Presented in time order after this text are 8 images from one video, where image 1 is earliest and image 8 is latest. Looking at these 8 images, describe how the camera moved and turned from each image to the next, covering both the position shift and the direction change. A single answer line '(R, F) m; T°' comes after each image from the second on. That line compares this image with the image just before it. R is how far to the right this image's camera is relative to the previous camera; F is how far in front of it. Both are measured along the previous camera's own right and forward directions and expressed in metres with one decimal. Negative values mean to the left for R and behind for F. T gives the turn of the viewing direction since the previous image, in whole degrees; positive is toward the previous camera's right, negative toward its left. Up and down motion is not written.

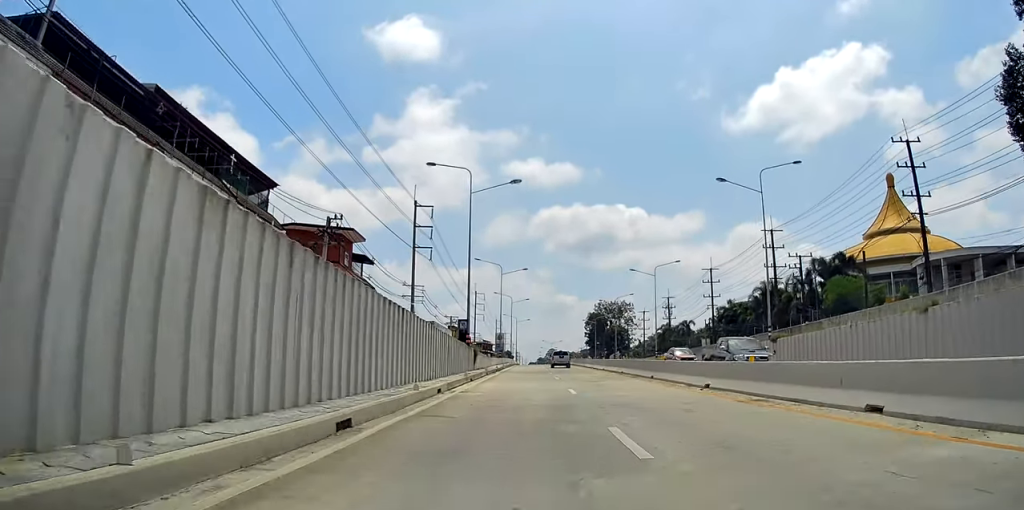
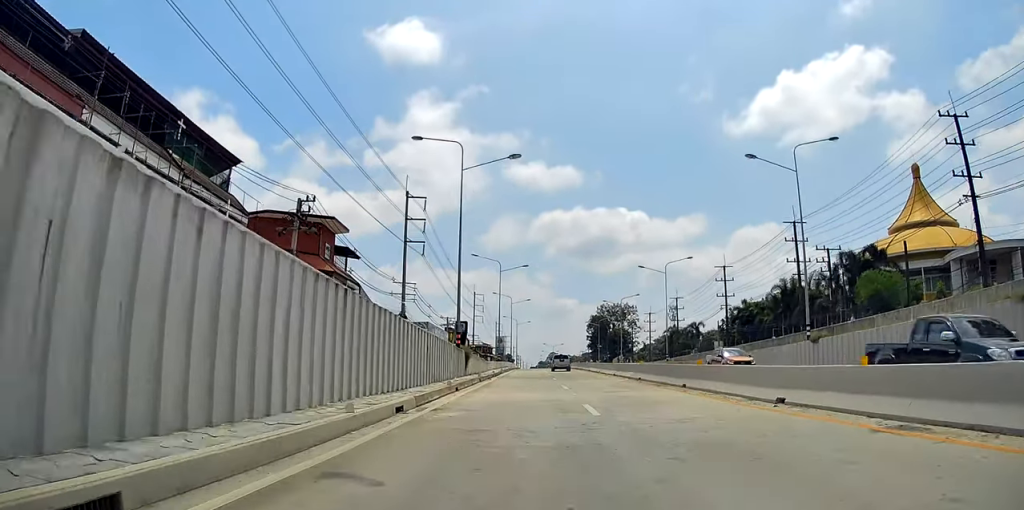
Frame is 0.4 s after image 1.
(+0.1, +6.2) m; 0°
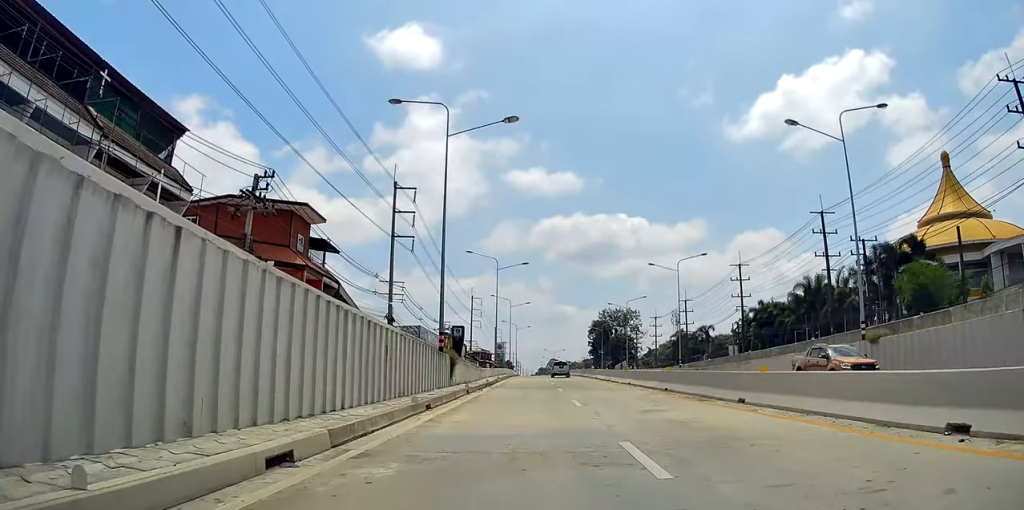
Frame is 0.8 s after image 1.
(-0.1, +6.2) m; 0°
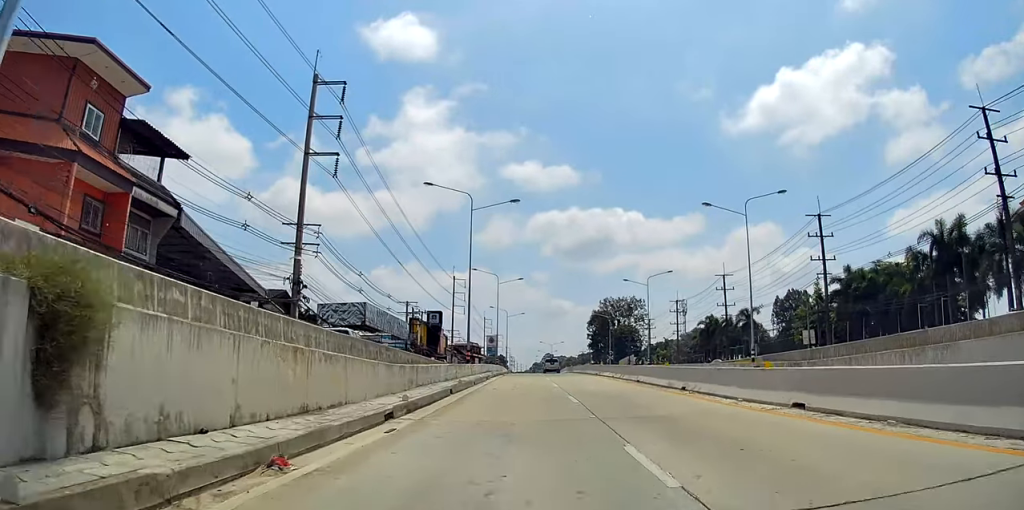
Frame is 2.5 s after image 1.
(+0.1, +24.5) m; 0°
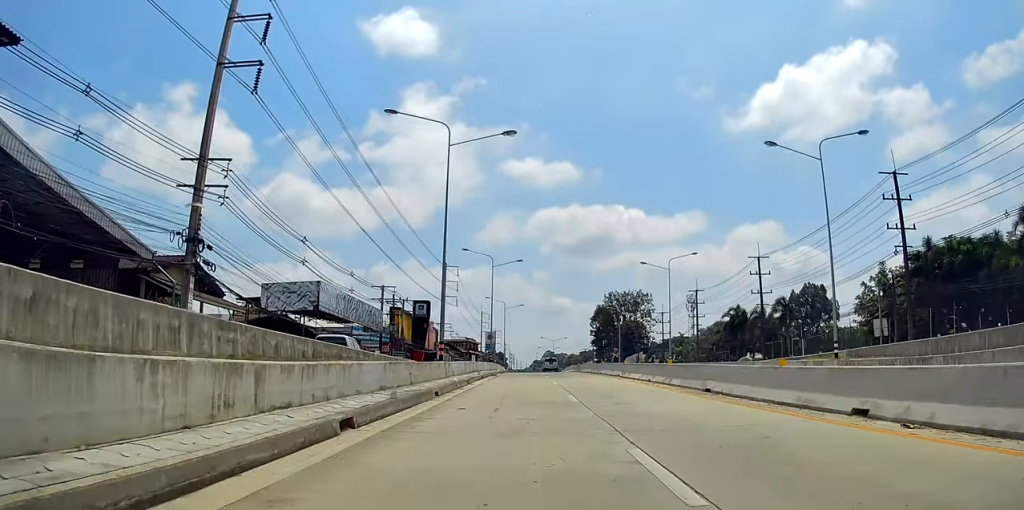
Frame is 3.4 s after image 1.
(-0.3, +13.0) m; 0°
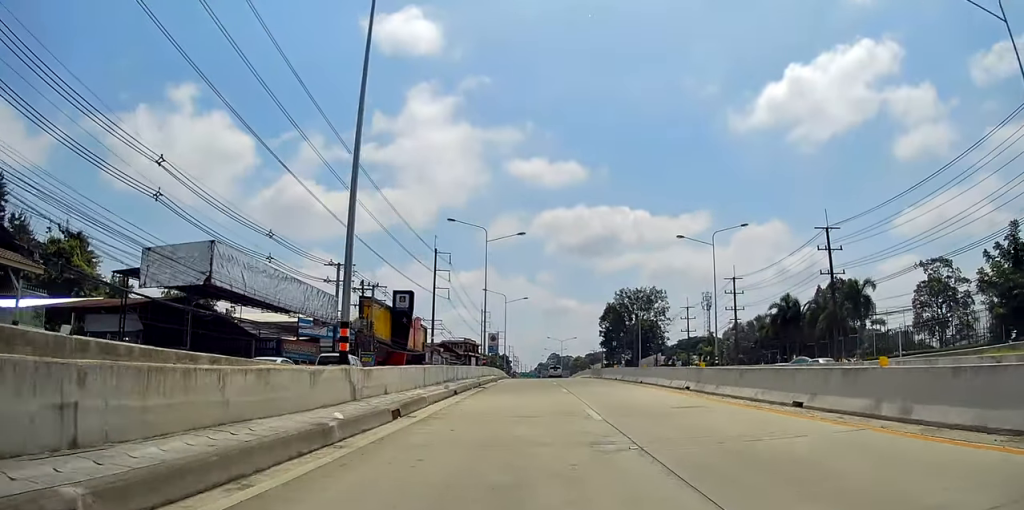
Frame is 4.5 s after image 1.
(+0.2, +16.2) m; -1°
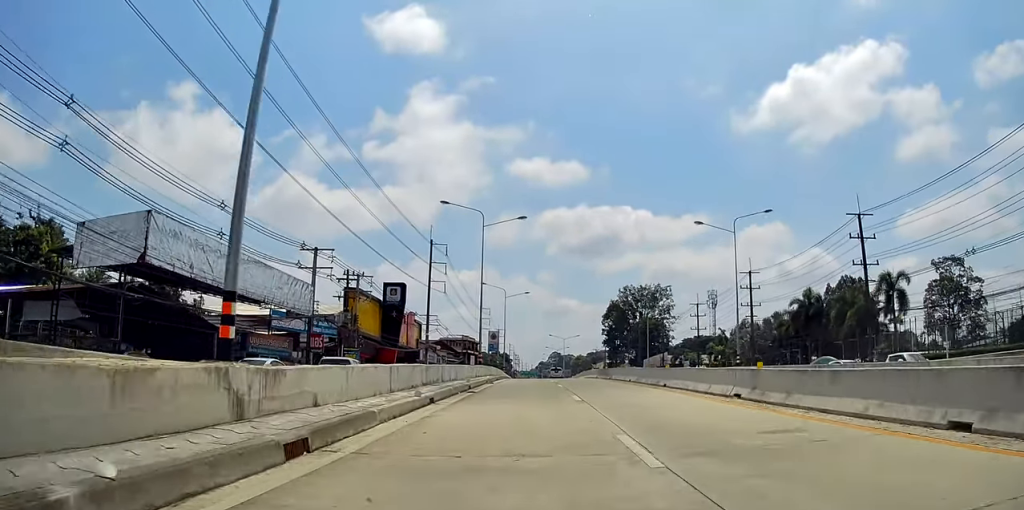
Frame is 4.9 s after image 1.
(-0.2, +5.9) m; 0°
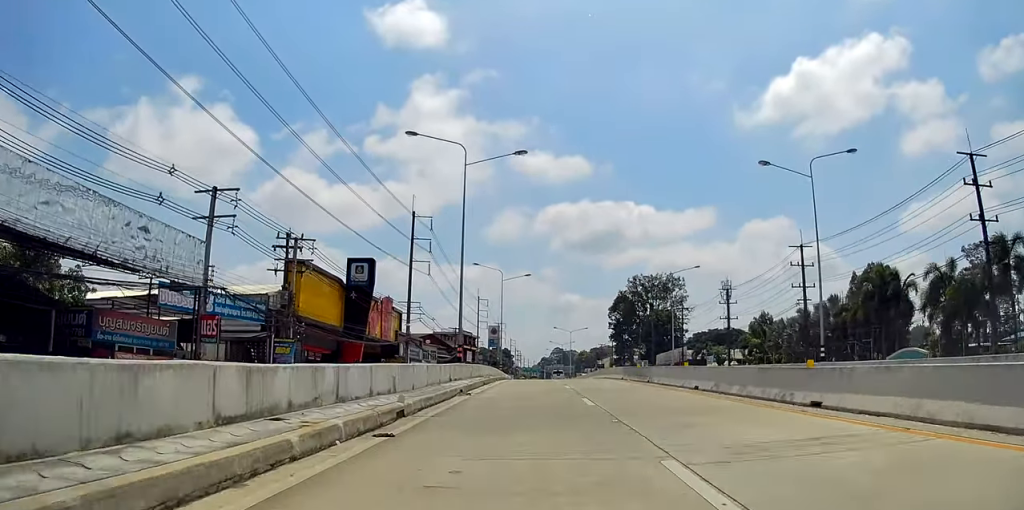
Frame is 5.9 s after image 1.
(-0.1, +14.7) m; +1°
